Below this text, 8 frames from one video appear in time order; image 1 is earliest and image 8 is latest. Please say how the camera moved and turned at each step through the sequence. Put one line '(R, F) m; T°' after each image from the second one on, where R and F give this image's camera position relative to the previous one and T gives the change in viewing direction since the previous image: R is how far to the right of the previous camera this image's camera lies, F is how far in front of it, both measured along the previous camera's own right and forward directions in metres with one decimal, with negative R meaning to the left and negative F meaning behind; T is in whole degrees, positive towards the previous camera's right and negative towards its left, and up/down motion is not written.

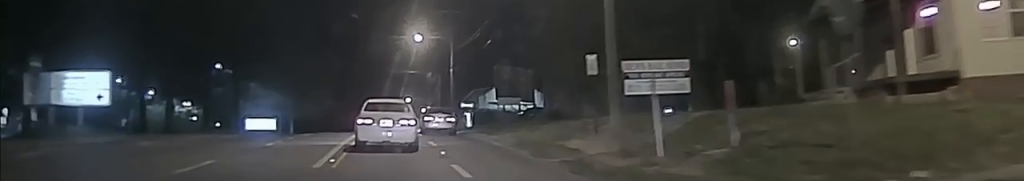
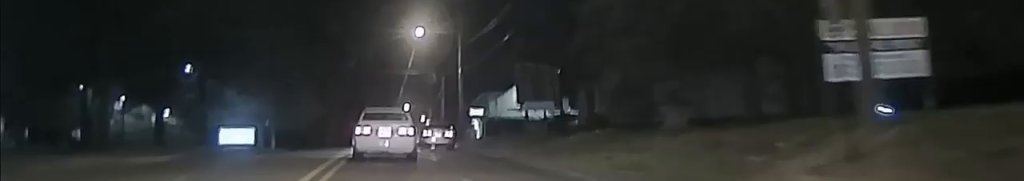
(+0.2, +13.8) m; +1°
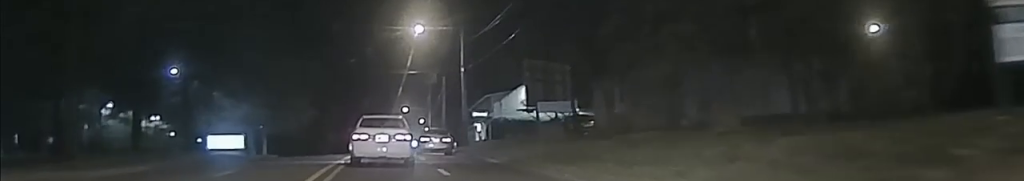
(+0.2, +4.9) m; 0°
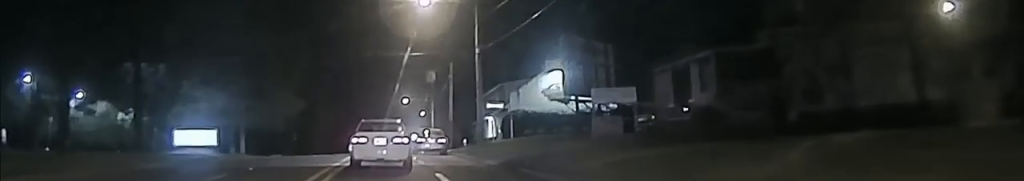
(-0.3, +12.1) m; -2°
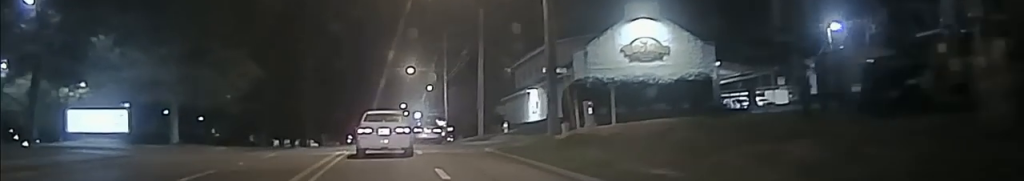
(-0.3, +29.3) m; +1°
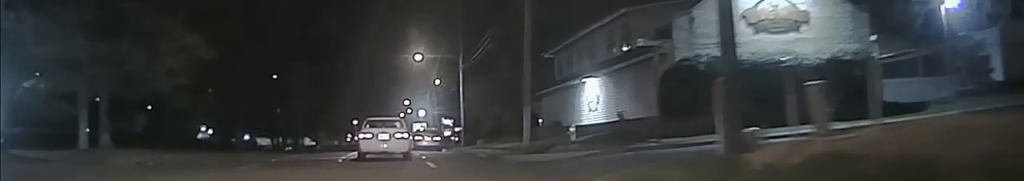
(+0.6, +18.3) m; +3°
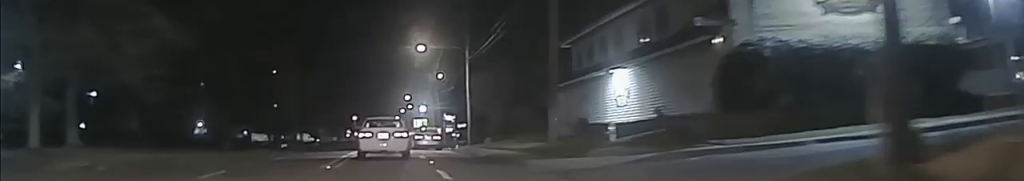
(0.0, +6.4) m; -1°
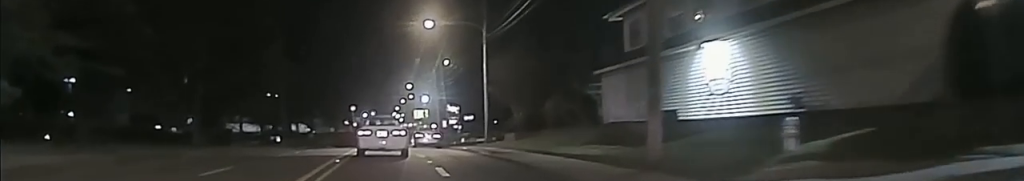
(-0.1, +11.5) m; -1°
